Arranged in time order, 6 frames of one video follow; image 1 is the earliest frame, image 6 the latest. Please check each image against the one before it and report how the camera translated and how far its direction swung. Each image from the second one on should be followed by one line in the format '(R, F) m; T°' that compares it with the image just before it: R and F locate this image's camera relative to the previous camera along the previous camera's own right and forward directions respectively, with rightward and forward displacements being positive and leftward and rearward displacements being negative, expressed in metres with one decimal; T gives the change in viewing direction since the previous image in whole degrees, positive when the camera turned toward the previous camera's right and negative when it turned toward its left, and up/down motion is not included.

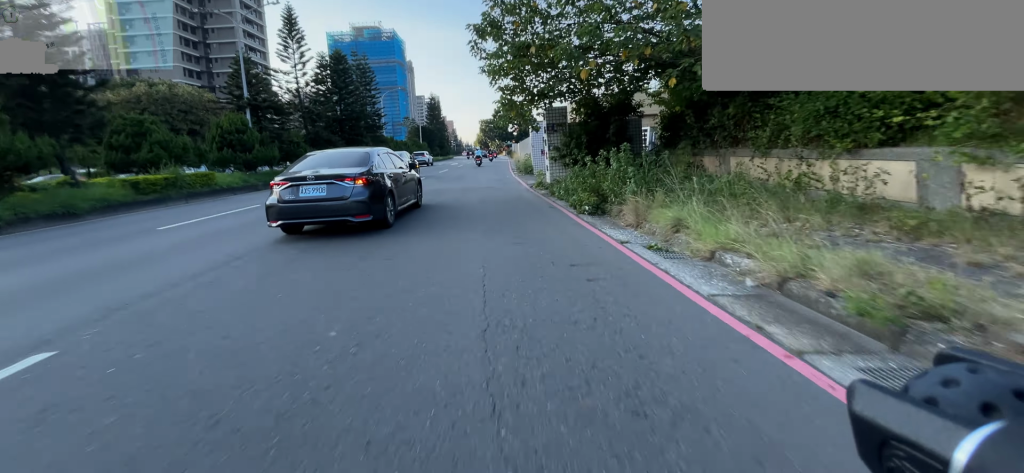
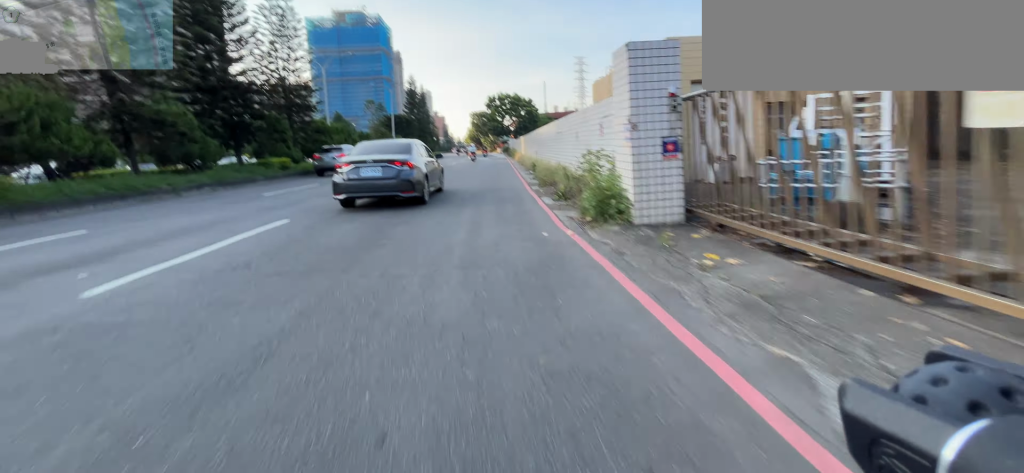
(+0.1, +16.9) m; 0°
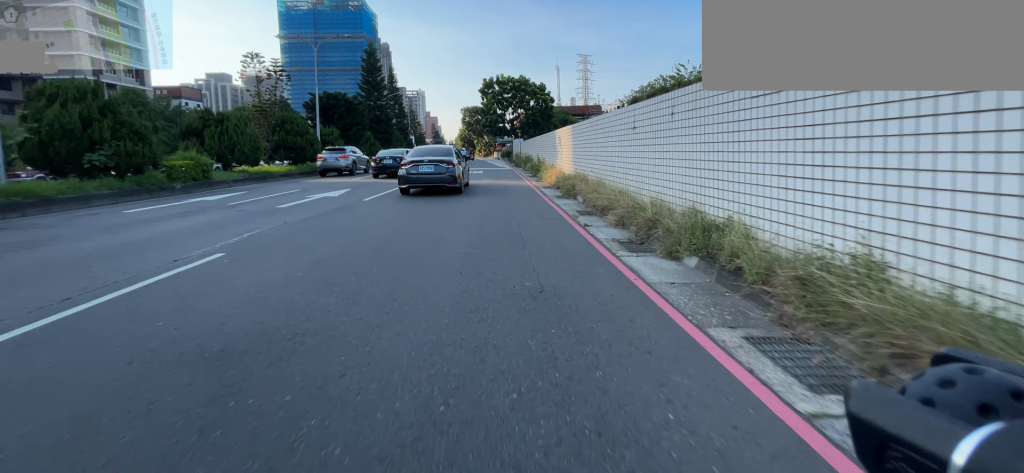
(0.0, +26.0) m; 0°
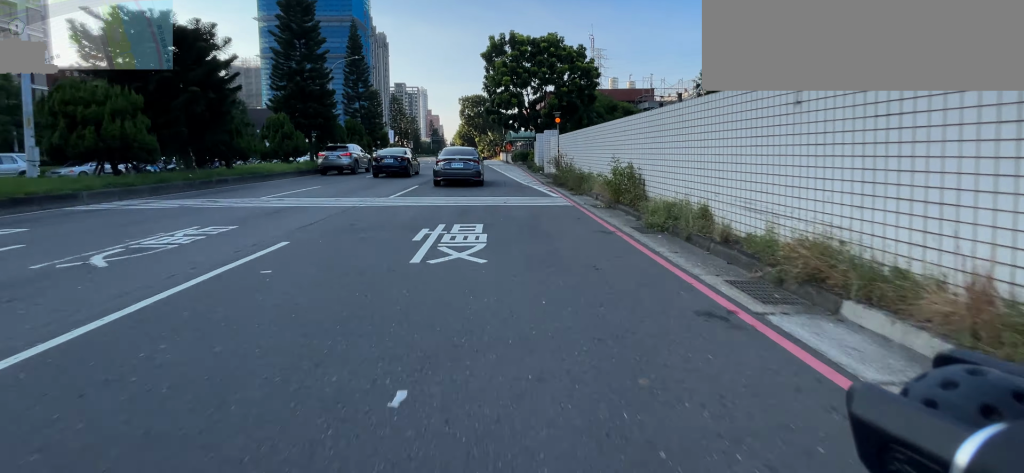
(-0.2, +21.4) m; -1°
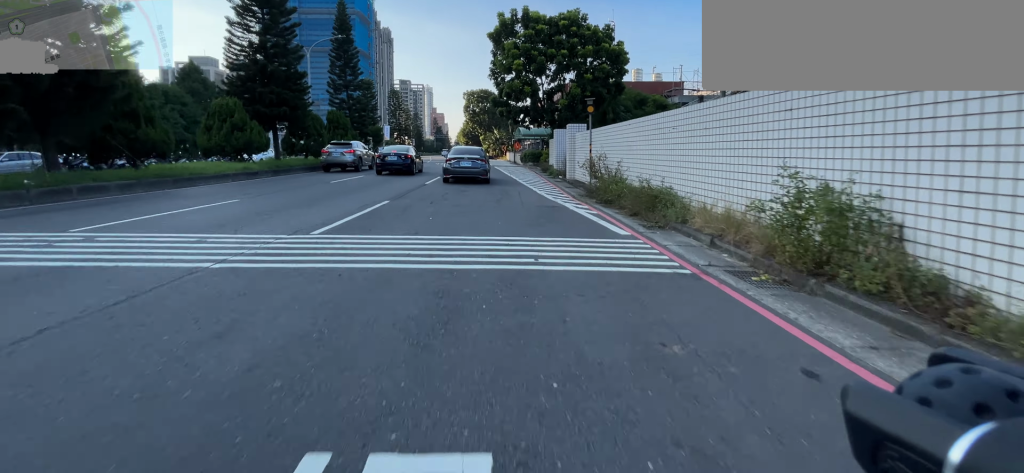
(0.0, +5.9) m; 0°
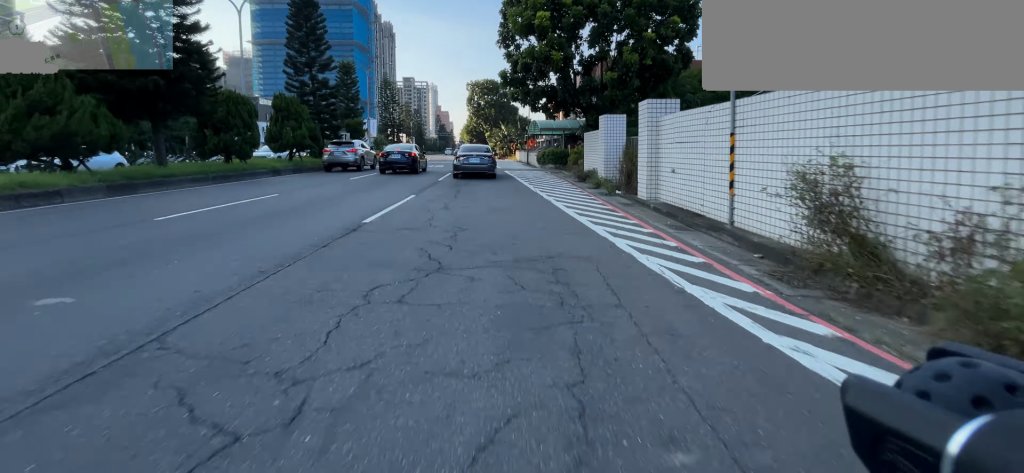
(0.0, +9.1) m; -1°
